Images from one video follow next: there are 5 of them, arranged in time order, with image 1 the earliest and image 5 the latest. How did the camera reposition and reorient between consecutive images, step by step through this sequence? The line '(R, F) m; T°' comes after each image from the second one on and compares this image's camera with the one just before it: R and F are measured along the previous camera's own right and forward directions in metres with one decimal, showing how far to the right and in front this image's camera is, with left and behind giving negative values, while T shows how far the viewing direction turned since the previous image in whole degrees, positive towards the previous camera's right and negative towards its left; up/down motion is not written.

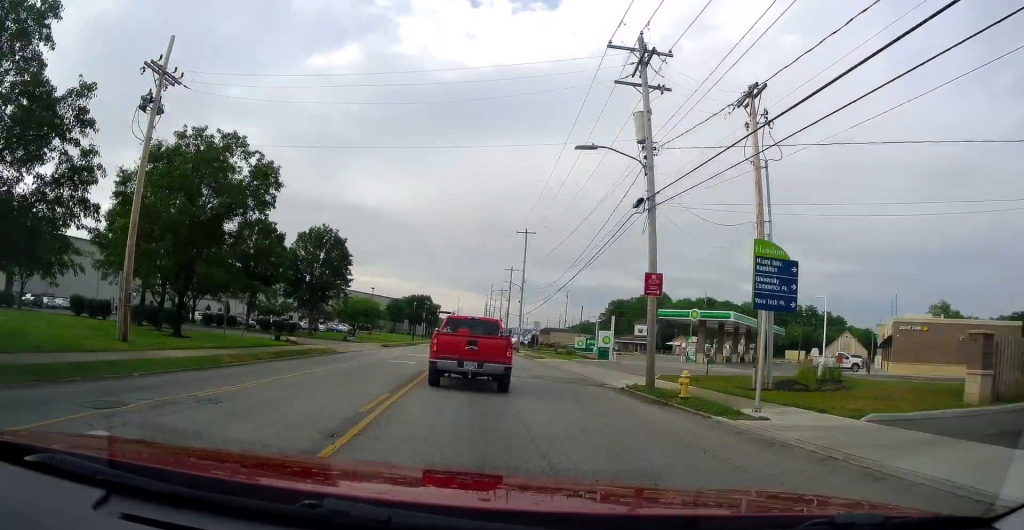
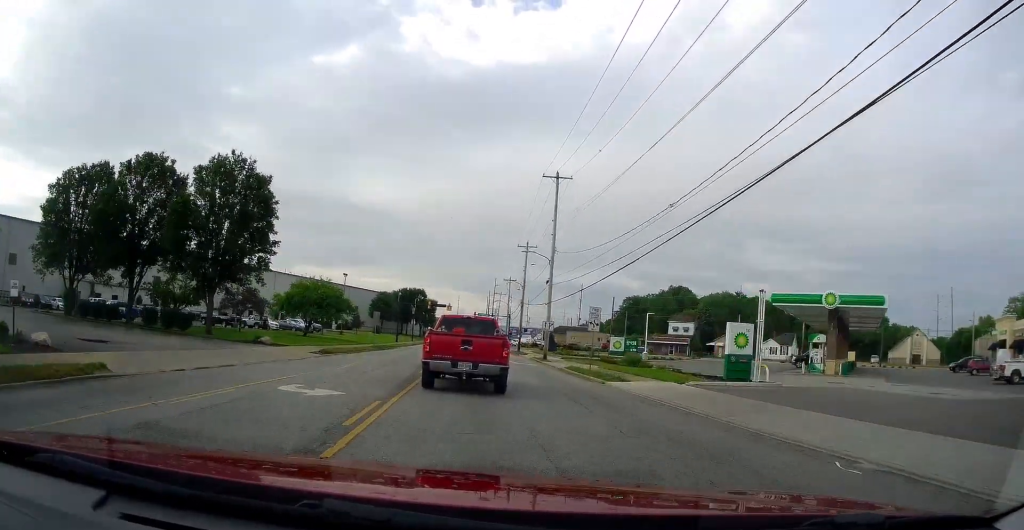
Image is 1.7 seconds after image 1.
(+1.0, +26.9) m; +4°
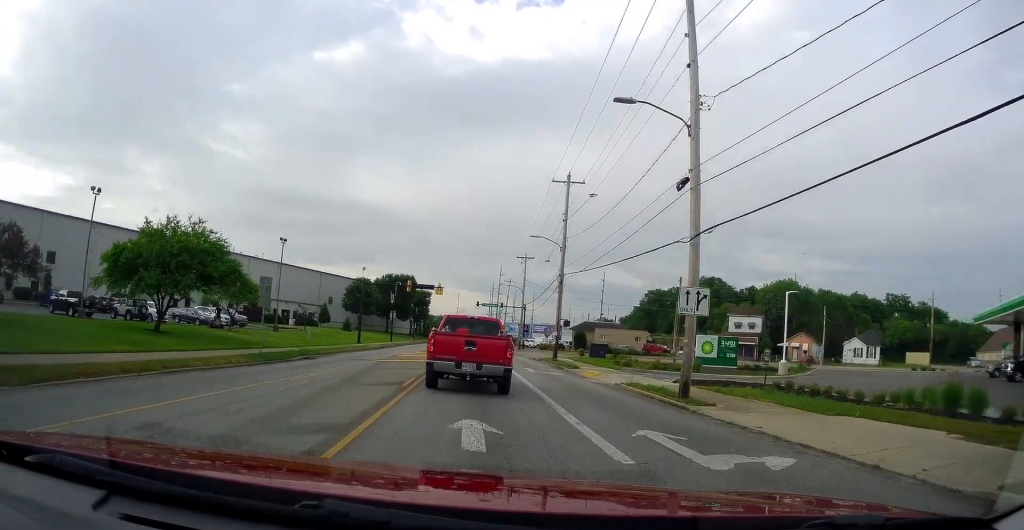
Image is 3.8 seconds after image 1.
(-0.6, +31.5) m; -2°
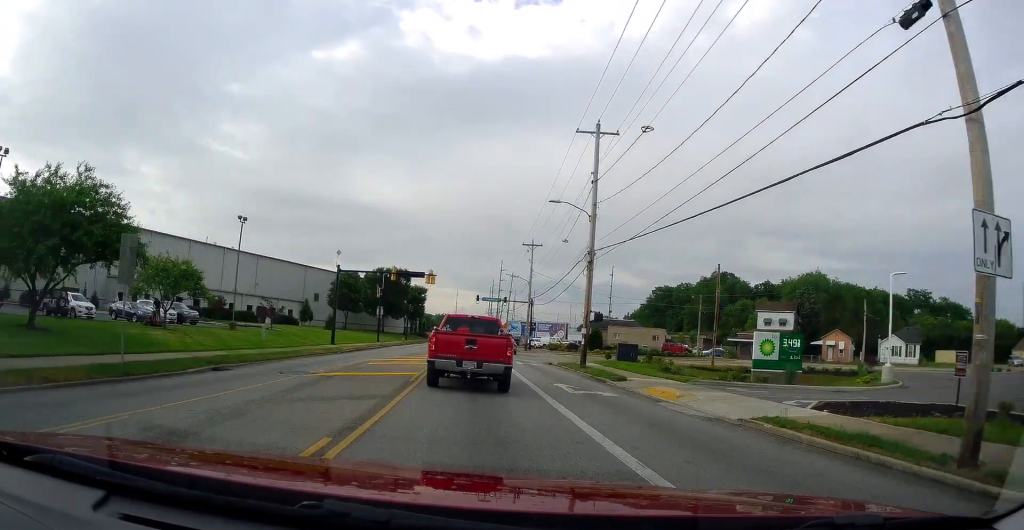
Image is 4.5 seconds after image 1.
(+0.2, +11.3) m; +2°
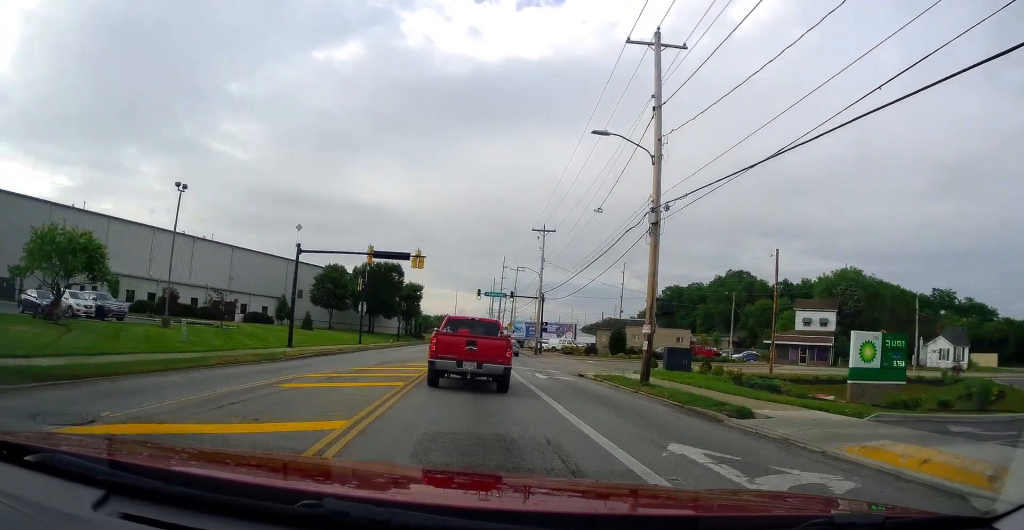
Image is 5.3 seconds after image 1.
(+0.2, +11.6) m; +1°
